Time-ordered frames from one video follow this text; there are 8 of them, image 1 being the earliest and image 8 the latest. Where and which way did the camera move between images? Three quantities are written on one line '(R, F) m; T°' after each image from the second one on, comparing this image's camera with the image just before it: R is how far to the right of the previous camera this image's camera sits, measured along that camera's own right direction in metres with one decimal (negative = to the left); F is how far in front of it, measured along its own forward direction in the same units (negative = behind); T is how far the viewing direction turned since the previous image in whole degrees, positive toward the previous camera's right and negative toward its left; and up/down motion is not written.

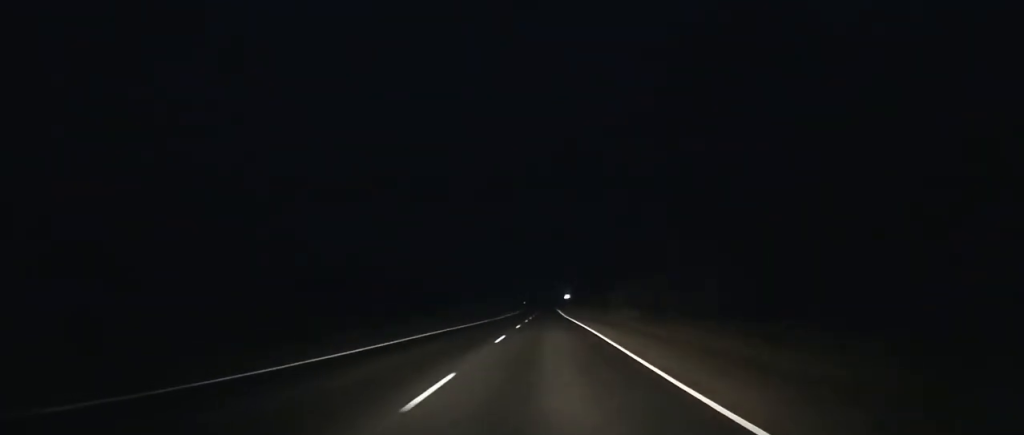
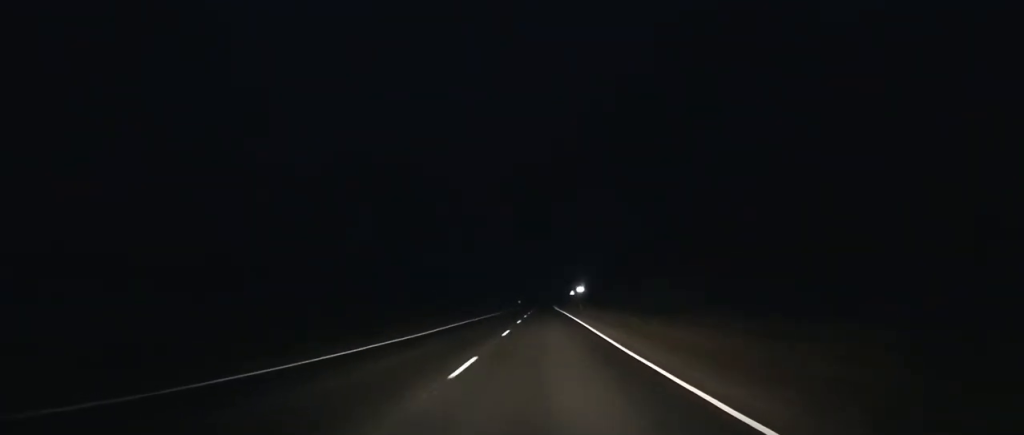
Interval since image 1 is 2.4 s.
(-0.1, +66.1) m; 0°
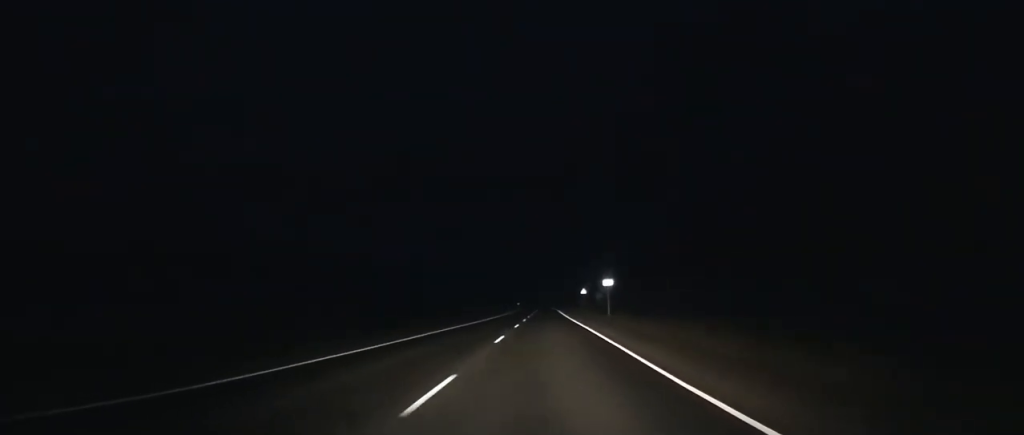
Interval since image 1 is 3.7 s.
(0.0, +36.1) m; 0°
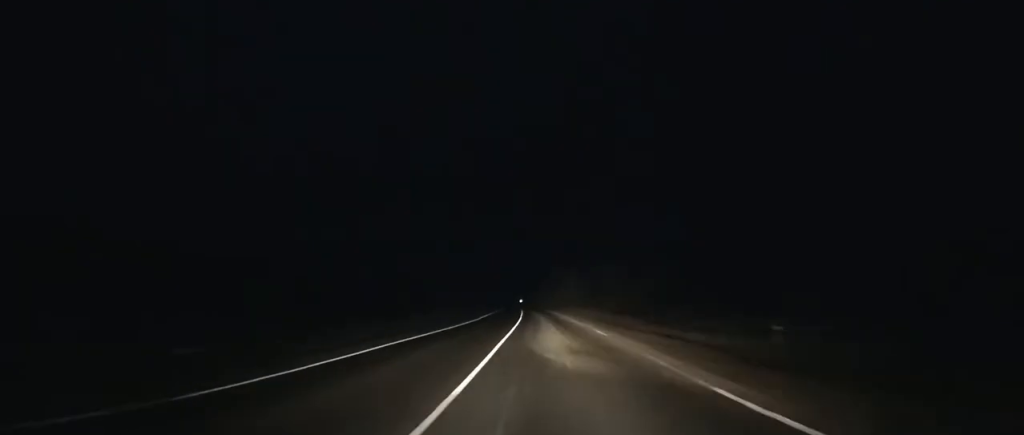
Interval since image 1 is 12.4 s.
(-2.3, +251.6) m; -3°
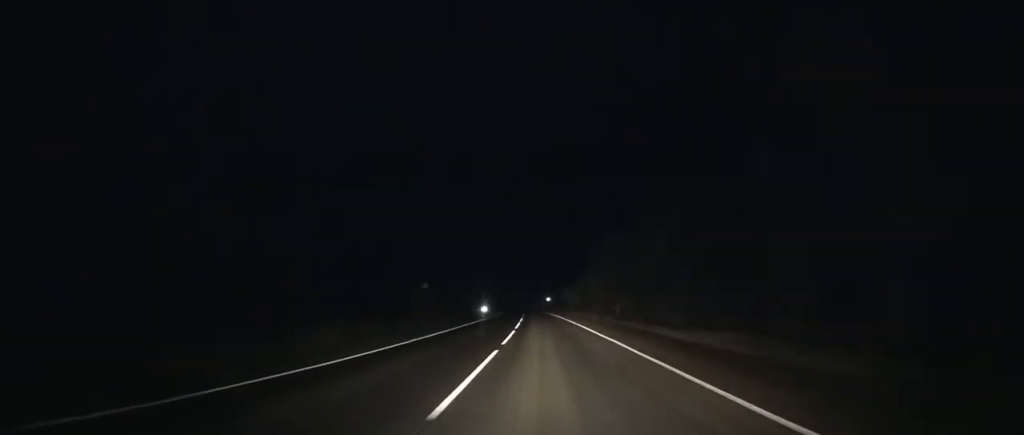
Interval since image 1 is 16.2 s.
(-2.7, +104.7) m; -3°
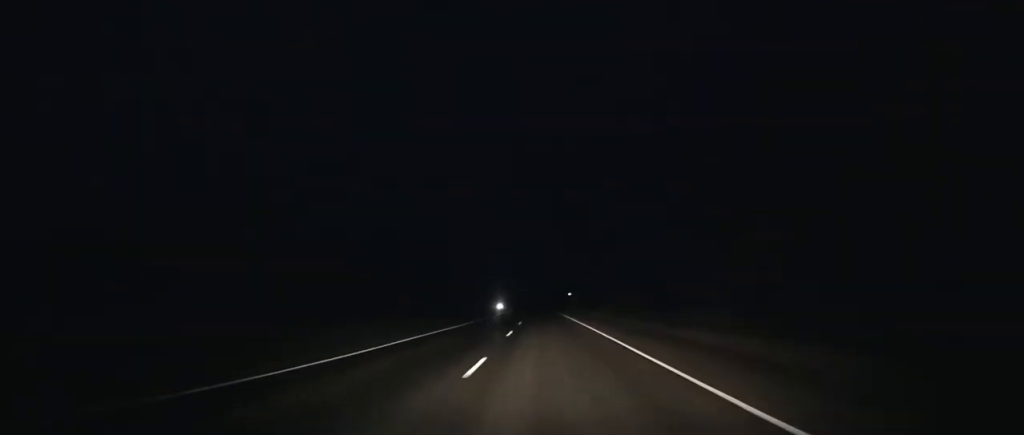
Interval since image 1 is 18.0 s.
(-0.8, +48.9) m; -1°
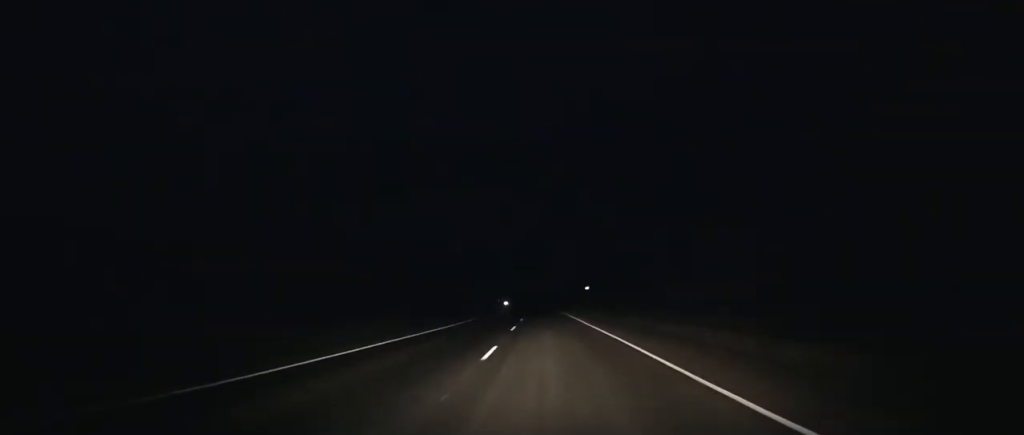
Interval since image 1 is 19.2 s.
(-0.1, +32.7) m; -1°
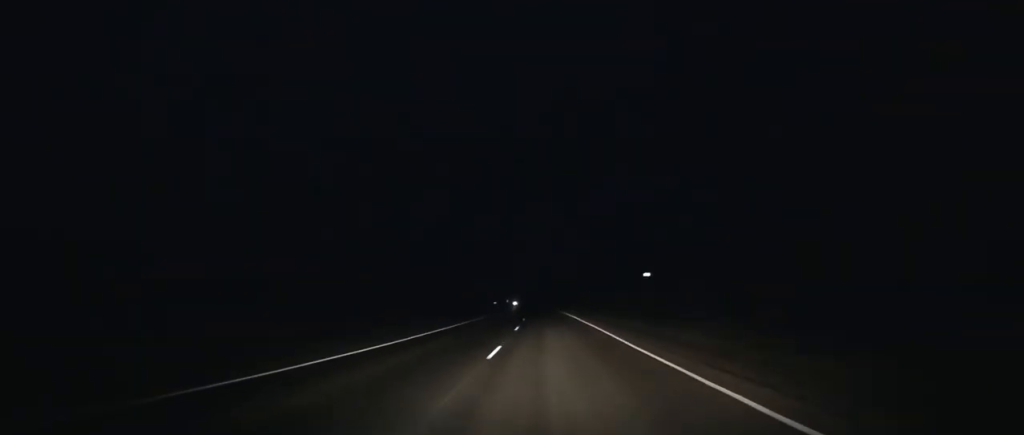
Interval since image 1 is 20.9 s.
(-0.5, +48.6) m; -1°
